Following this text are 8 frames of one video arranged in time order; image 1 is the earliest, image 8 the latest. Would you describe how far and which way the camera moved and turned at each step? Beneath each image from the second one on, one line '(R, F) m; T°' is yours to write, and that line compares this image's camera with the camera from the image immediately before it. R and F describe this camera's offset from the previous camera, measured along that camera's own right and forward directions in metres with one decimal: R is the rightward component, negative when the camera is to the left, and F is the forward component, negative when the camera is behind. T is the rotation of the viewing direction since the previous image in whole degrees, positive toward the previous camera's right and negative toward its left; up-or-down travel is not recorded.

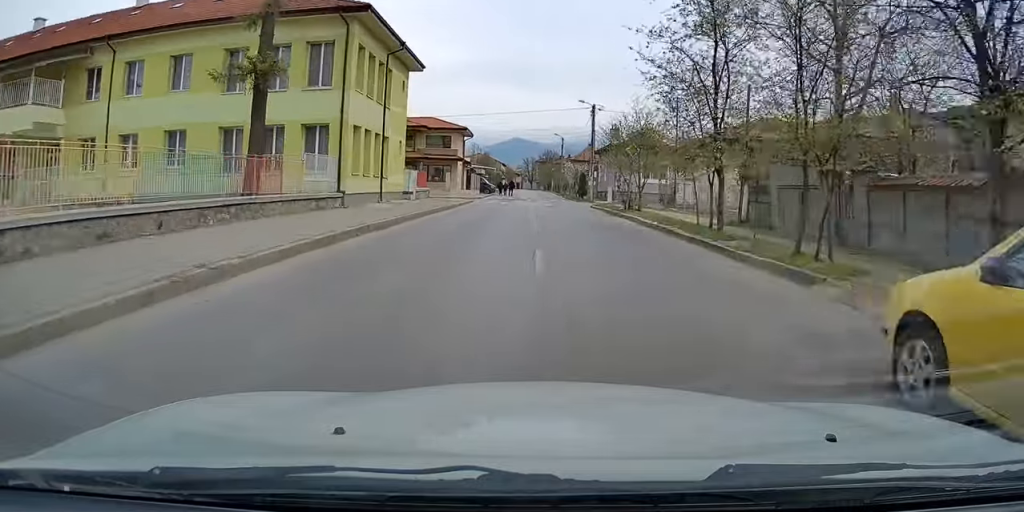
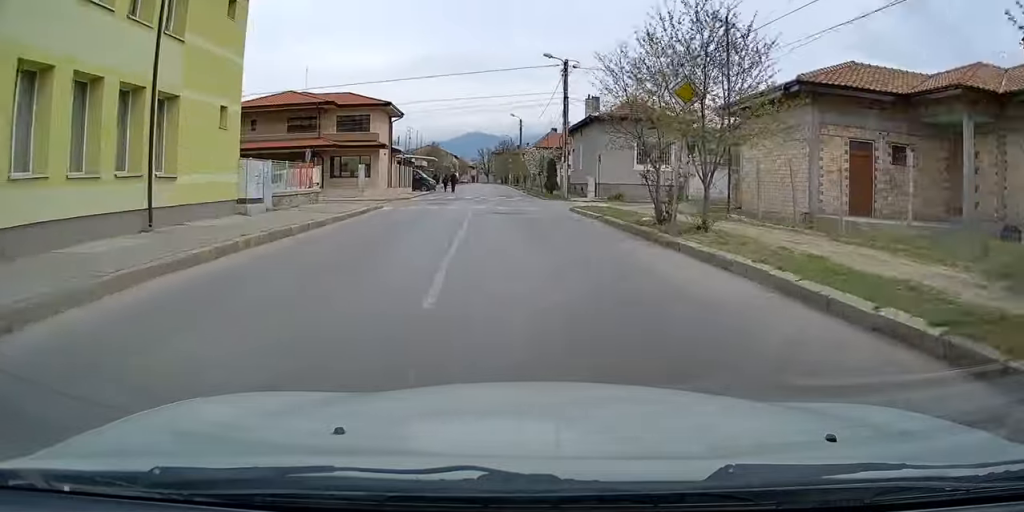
(+0.5, +17.7) m; +2°
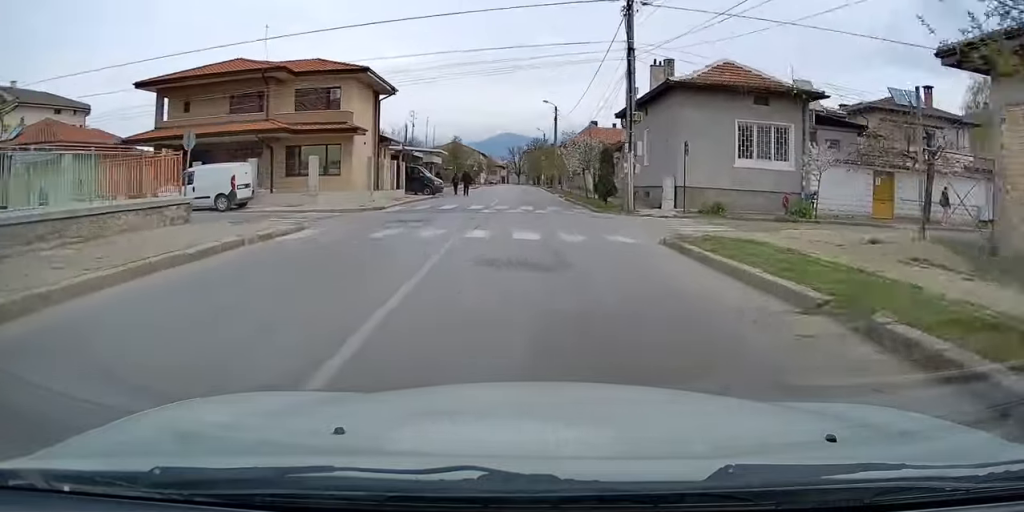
(-0.1, +14.5) m; -1°
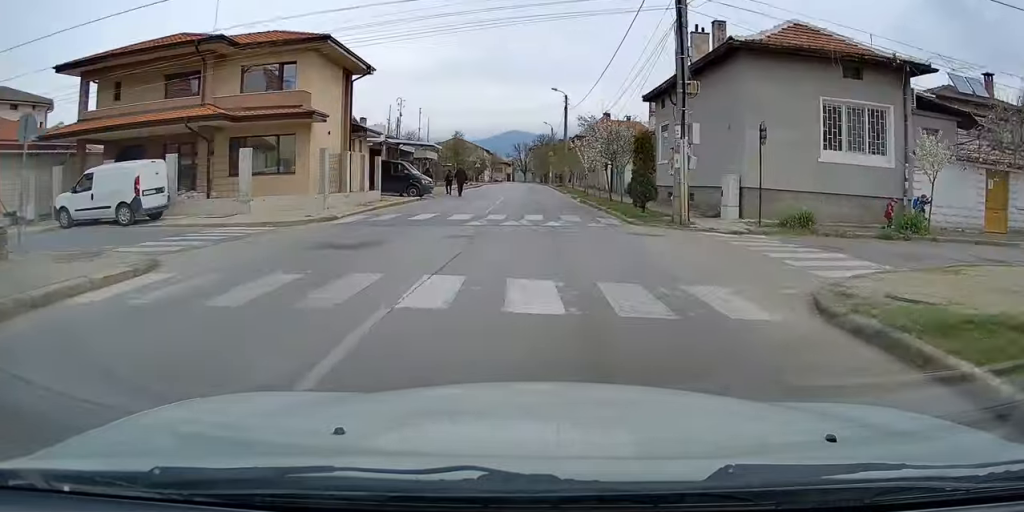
(-0.1, +7.2) m; 0°
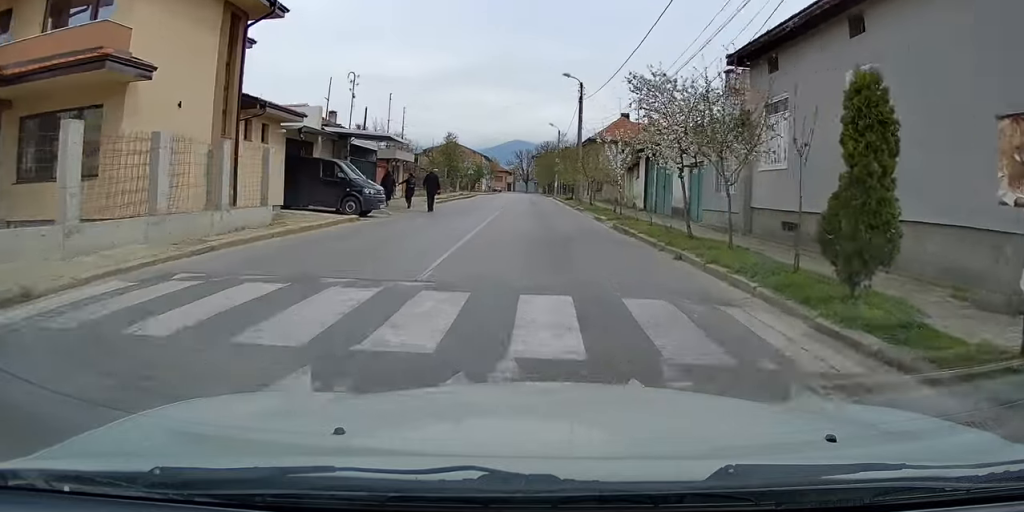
(-0.1, +12.2) m; -1°
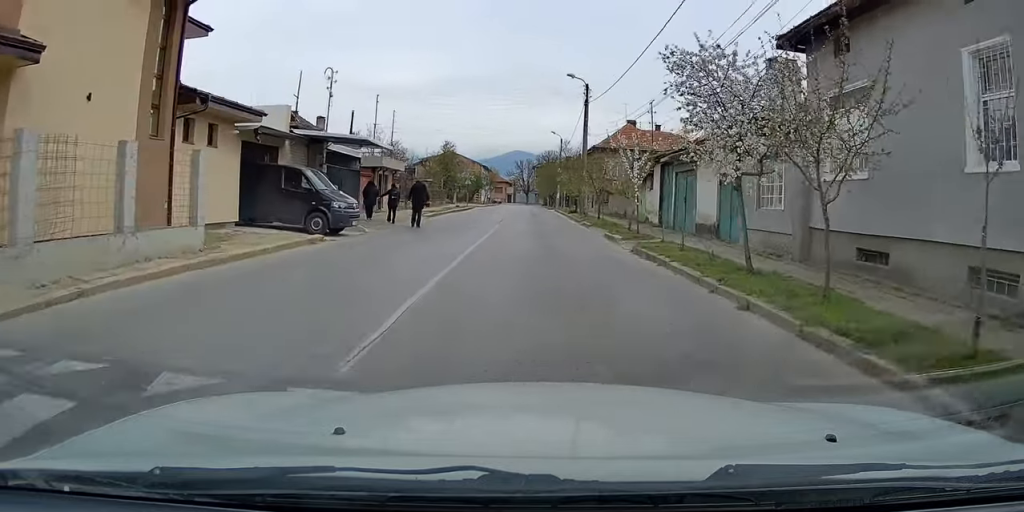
(-0.1, +3.8) m; 0°
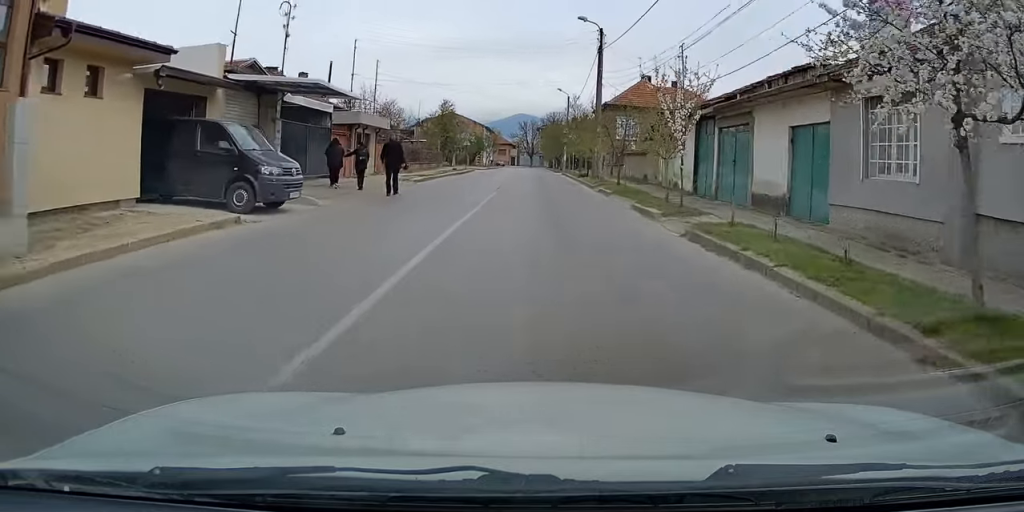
(0.0, +5.6) m; +1°
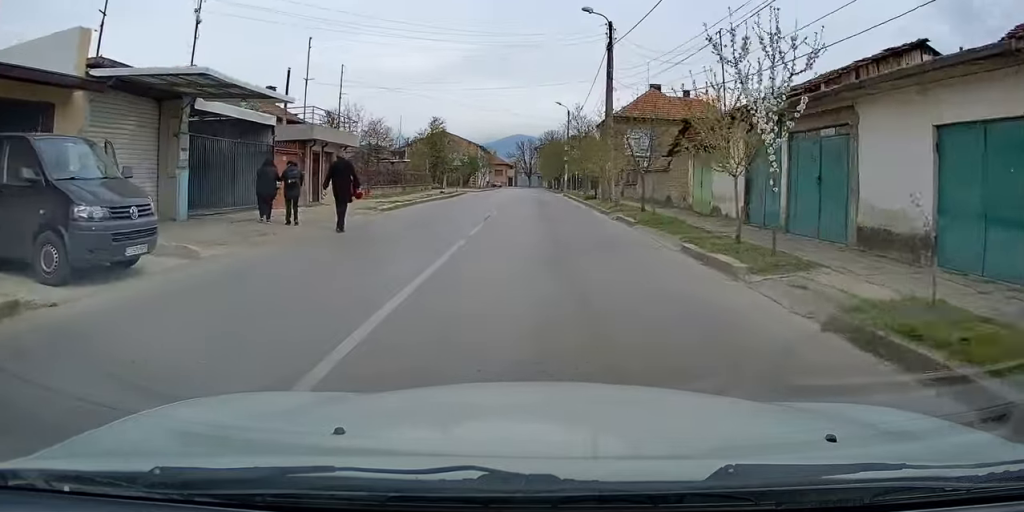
(+0.1, +6.3) m; +1°
